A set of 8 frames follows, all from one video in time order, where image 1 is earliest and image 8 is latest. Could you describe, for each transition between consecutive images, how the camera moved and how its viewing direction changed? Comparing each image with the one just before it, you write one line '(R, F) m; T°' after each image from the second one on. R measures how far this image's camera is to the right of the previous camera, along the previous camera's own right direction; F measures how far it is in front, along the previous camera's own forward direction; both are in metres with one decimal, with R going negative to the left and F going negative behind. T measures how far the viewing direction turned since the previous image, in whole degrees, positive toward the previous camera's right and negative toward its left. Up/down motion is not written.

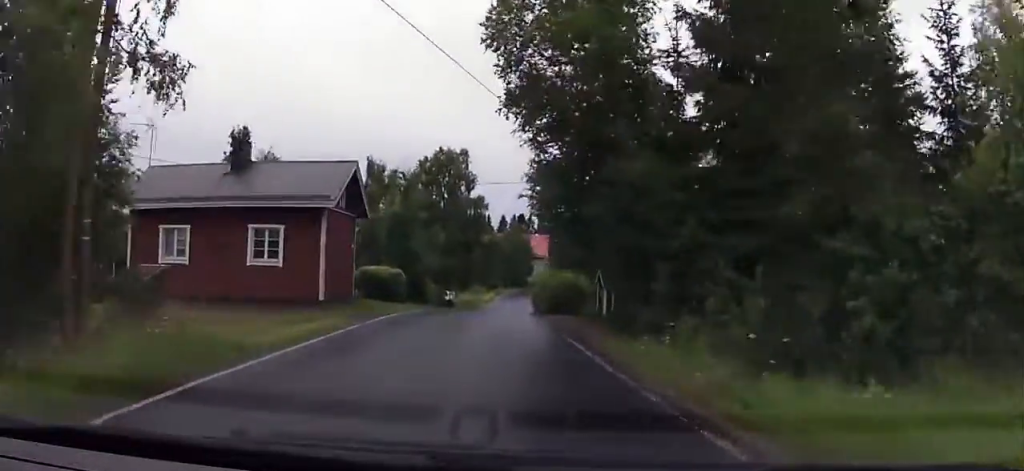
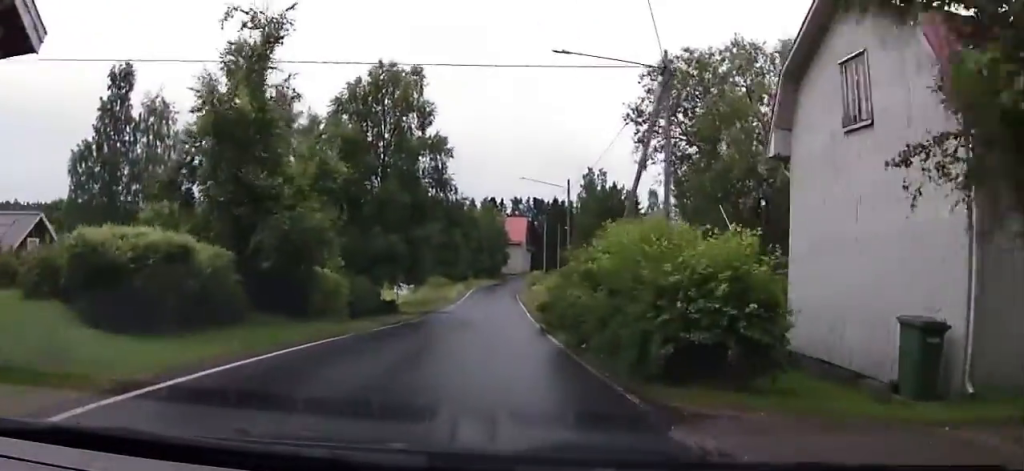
(+1.1, +21.1) m; +5°
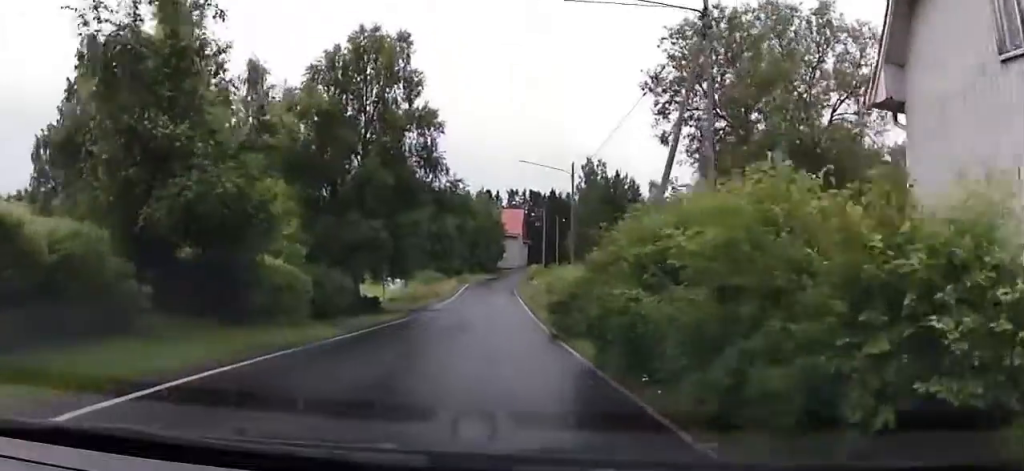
(0.0, +4.5) m; +2°
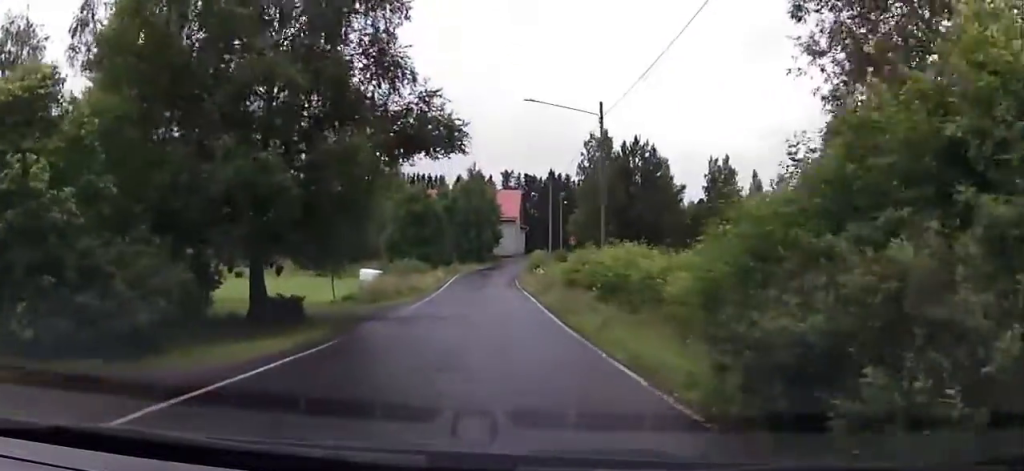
(0.0, +12.4) m; -4°
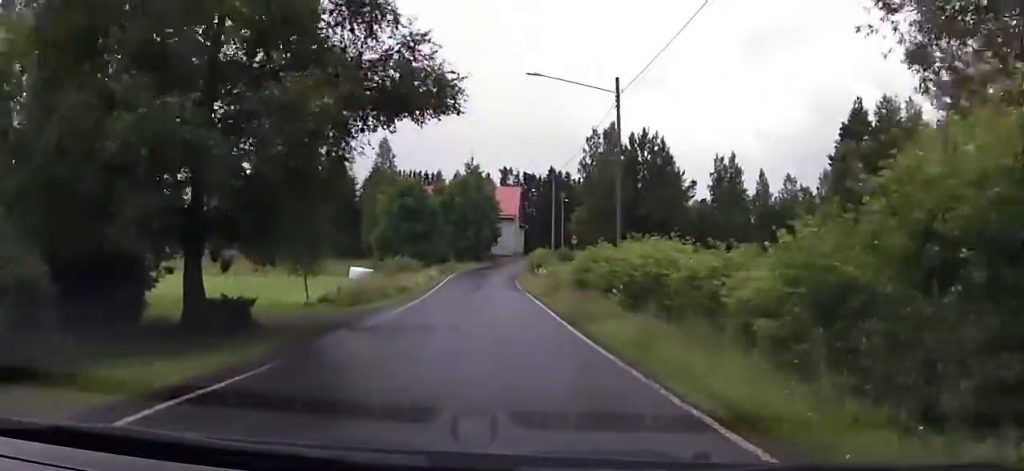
(-0.1, +3.9) m; -1°
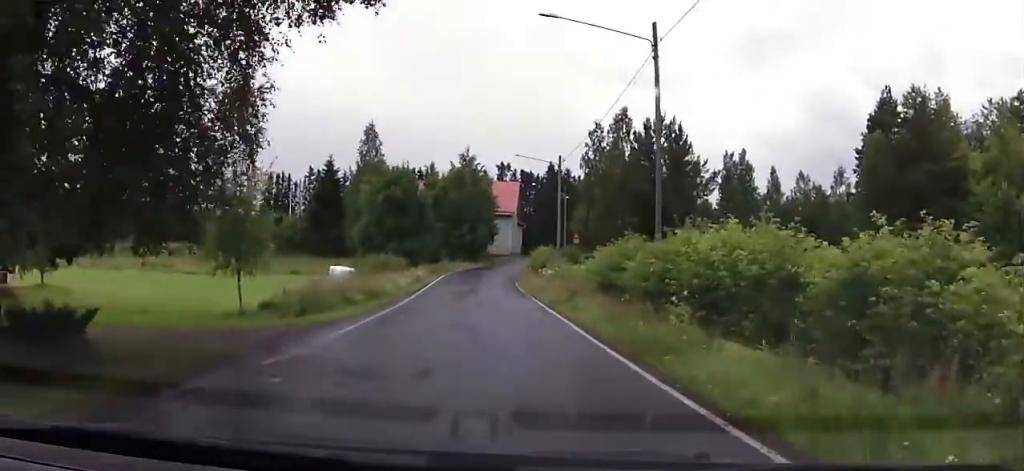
(-0.1, +6.3) m; +1°
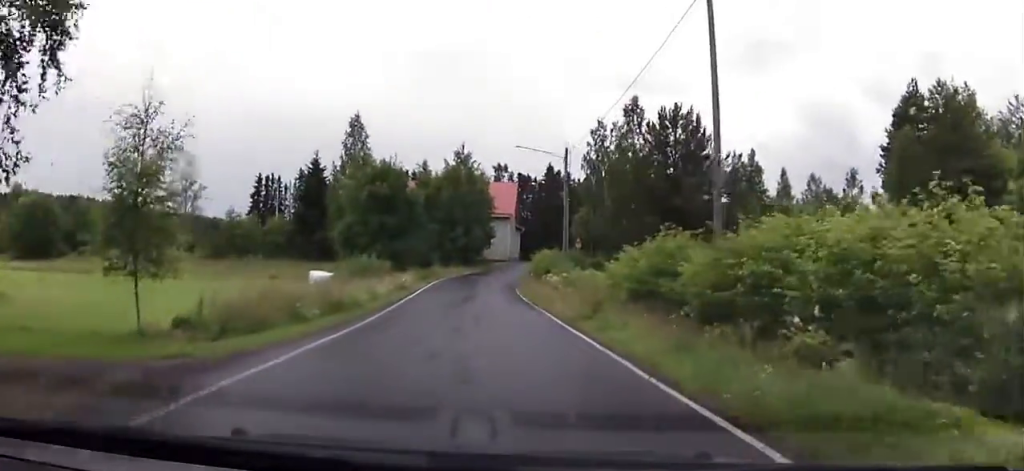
(+0.1, +5.4) m; +1°
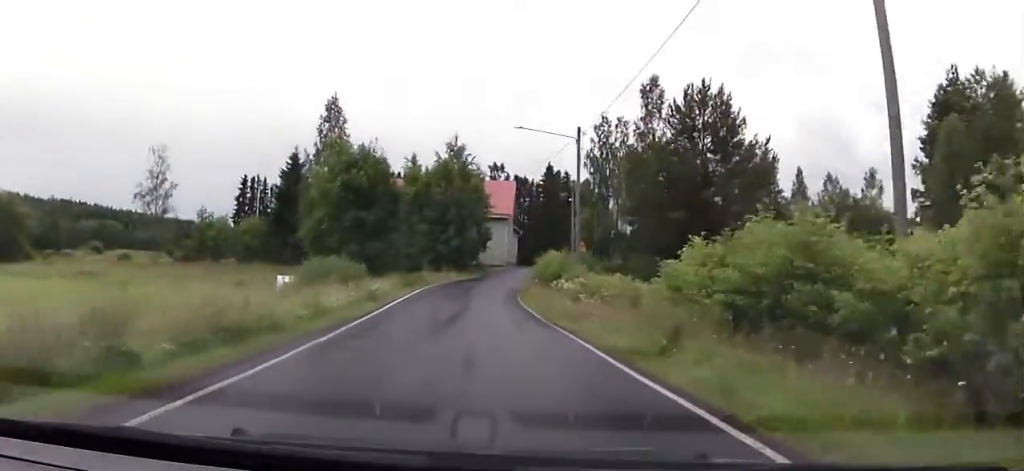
(+0.1, +7.0) m; +2°
